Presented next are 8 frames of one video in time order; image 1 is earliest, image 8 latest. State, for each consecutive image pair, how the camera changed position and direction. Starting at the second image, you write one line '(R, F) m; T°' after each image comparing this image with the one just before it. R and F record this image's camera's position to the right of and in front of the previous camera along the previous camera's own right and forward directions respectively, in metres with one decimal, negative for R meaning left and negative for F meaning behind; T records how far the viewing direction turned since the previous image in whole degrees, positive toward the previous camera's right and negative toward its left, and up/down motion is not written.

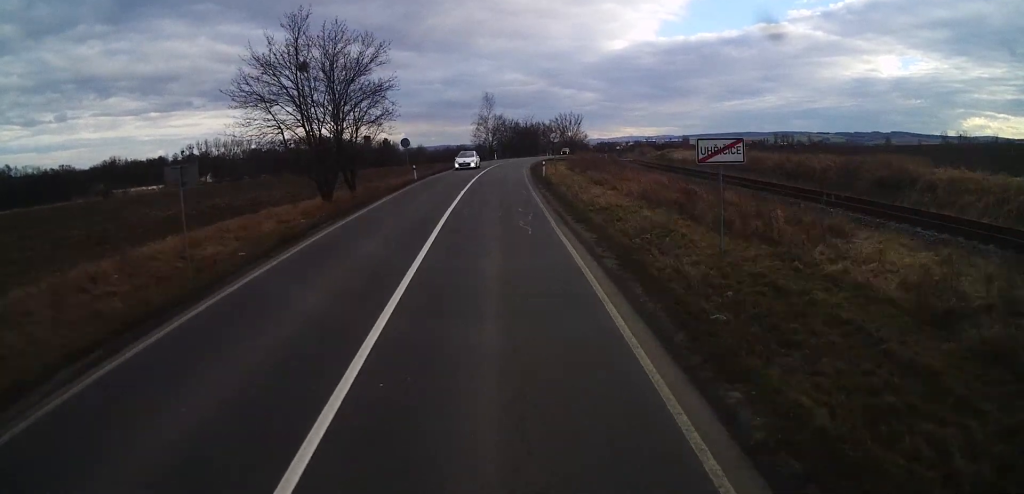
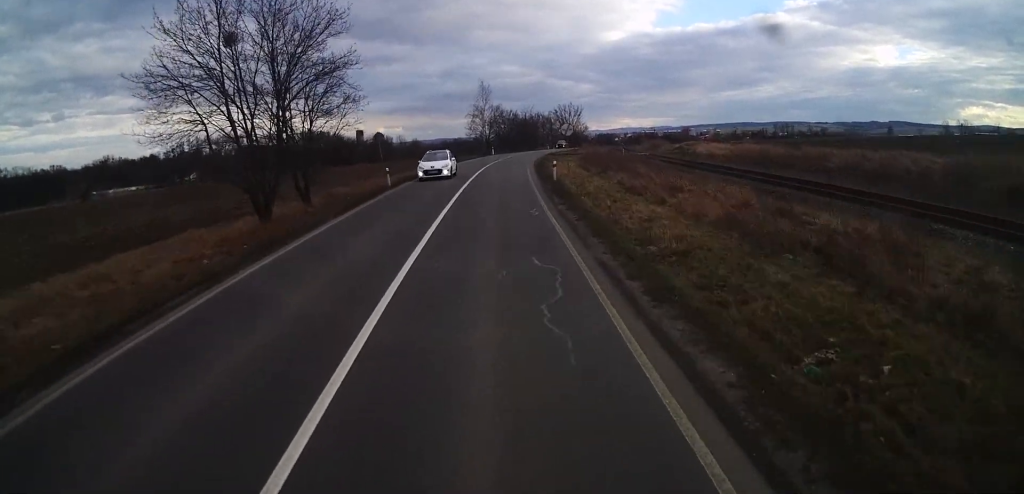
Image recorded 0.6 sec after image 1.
(0.0, +9.0) m; 0°
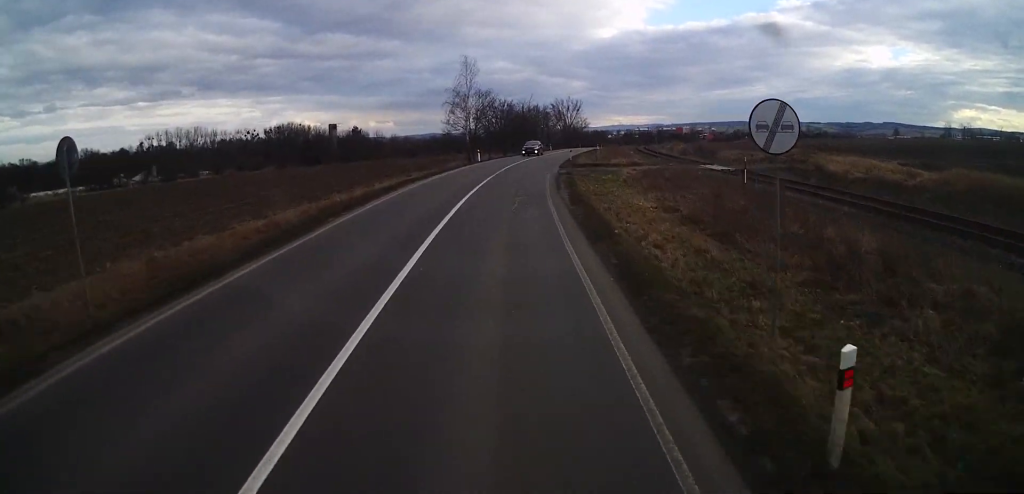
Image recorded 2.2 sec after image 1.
(+0.3, +26.2) m; +1°
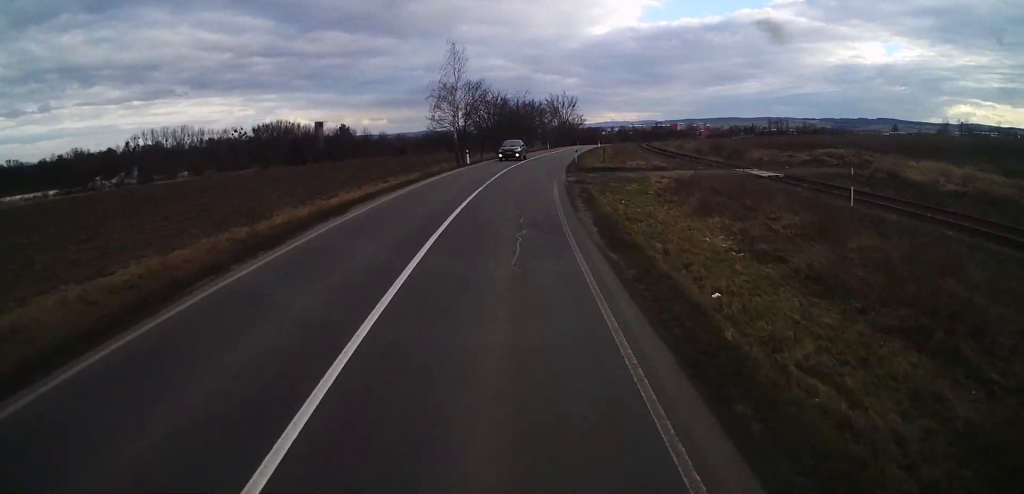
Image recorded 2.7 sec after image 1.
(0.0, +8.1) m; +1°
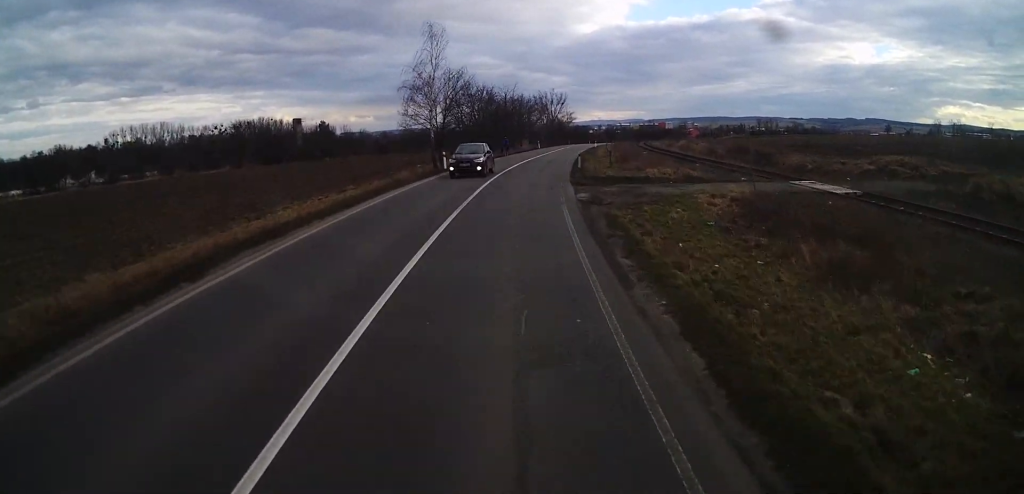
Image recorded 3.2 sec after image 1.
(-0.2, +8.7) m; +1°
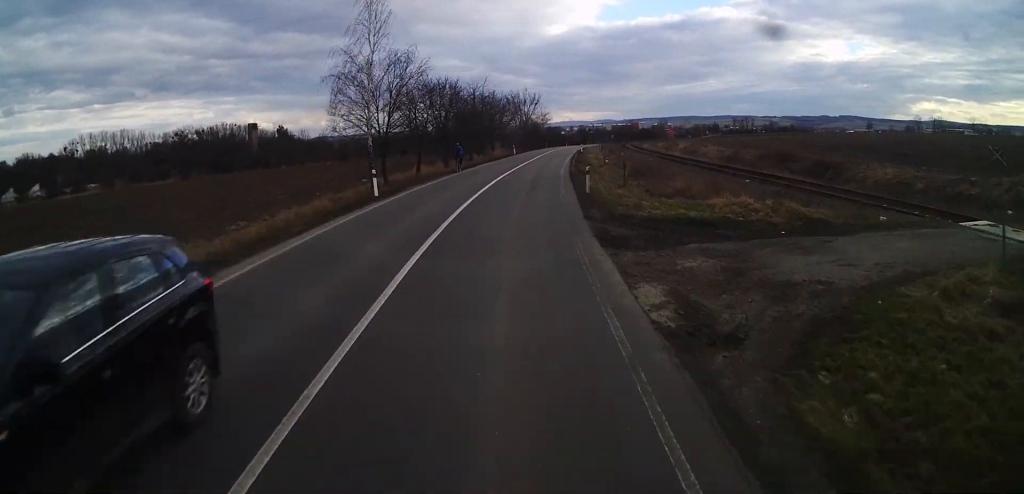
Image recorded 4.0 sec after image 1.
(+0.5, +13.4) m; +3°
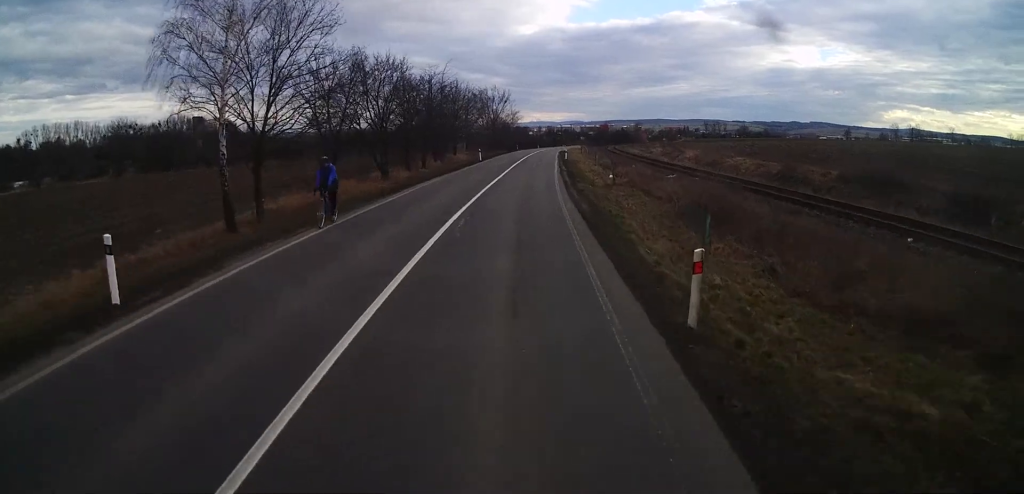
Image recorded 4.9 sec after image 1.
(+0.4, +15.4) m; +2°
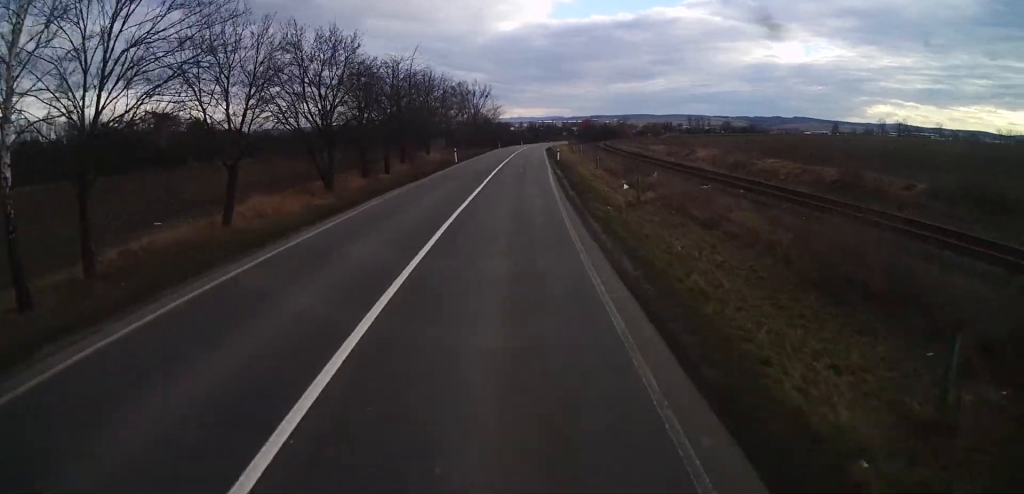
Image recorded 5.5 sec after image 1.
(0.0, +9.2) m; 0°
